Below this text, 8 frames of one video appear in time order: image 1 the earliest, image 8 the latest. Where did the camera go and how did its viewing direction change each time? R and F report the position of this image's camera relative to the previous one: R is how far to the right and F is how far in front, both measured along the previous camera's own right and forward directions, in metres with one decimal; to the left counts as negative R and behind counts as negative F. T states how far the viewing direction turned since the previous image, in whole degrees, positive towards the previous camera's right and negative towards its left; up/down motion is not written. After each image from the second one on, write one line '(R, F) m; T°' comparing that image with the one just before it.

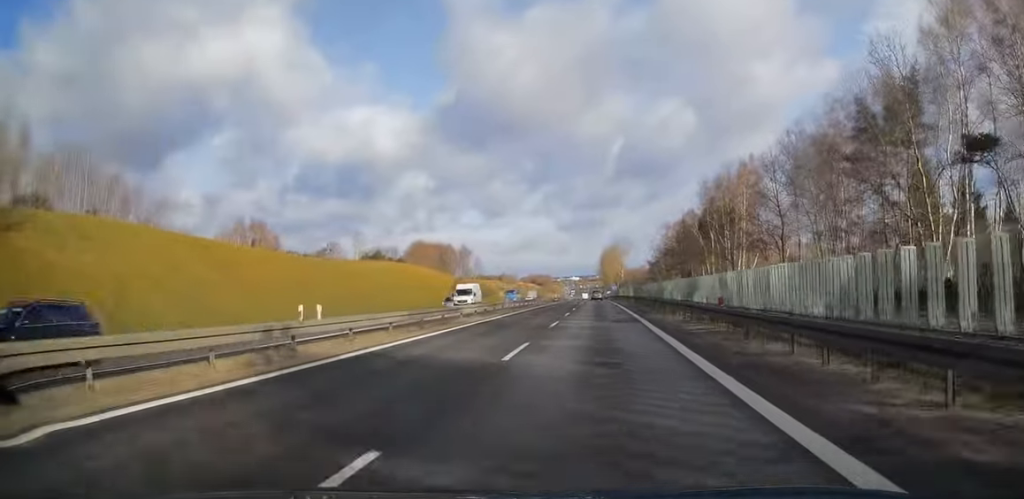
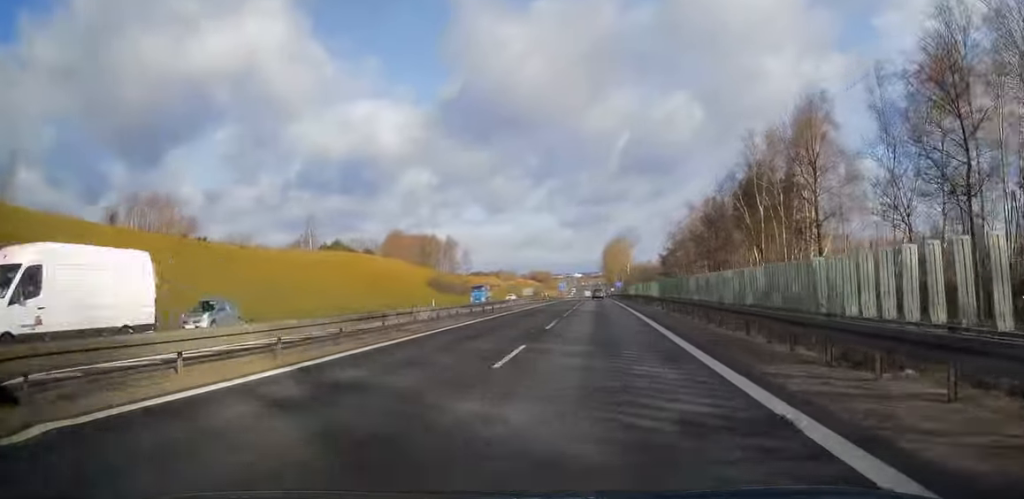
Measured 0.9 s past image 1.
(-0.1, +25.8) m; 0°
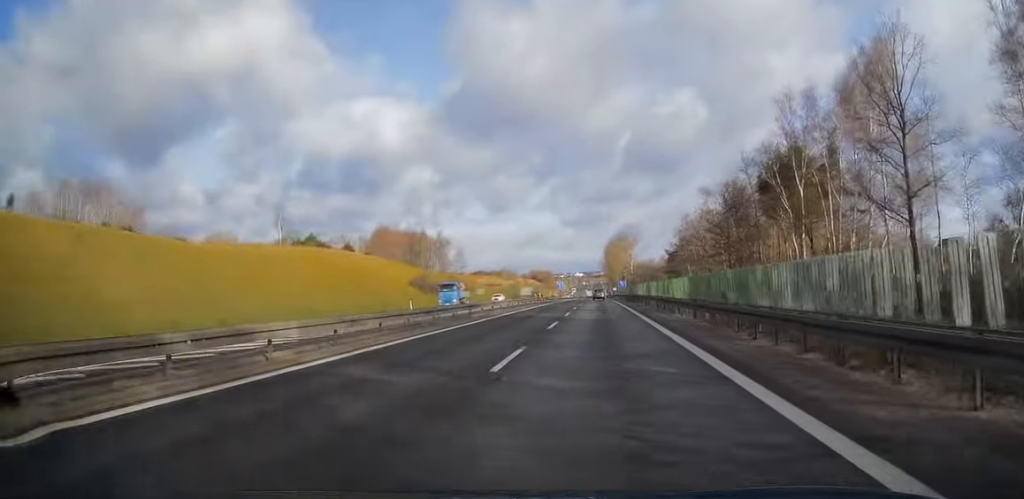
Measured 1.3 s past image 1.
(+0.1, +12.4) m; 0°
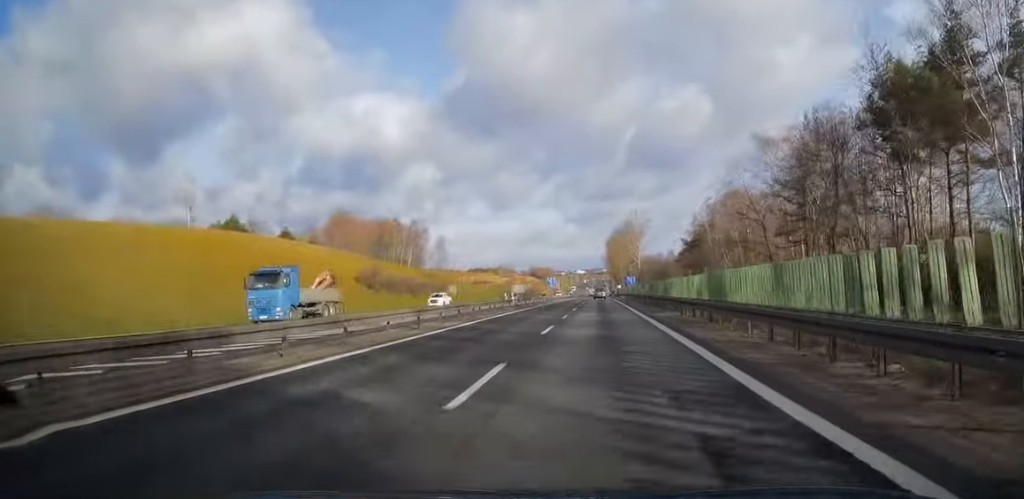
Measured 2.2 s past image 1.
(-0.2, +27.5) m; 0°
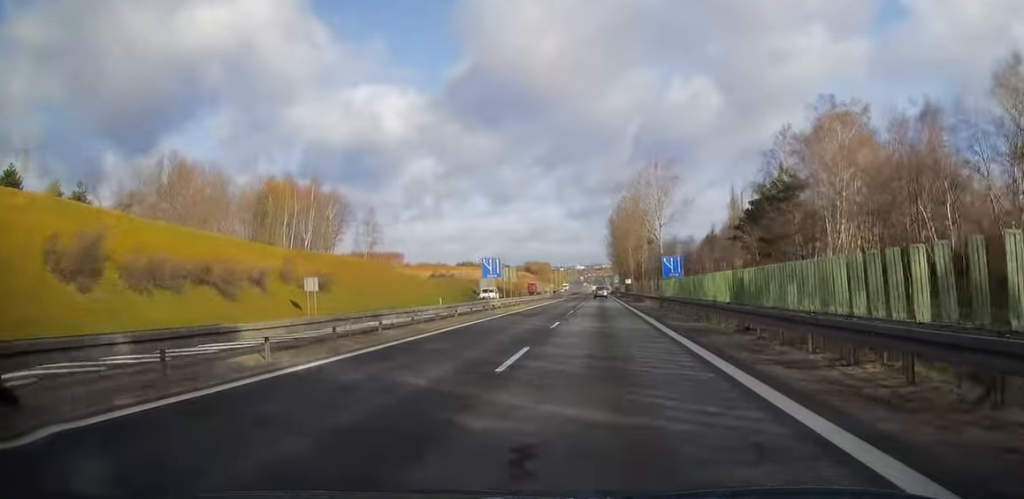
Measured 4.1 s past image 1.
(+0.3, +56.7) m; 0°
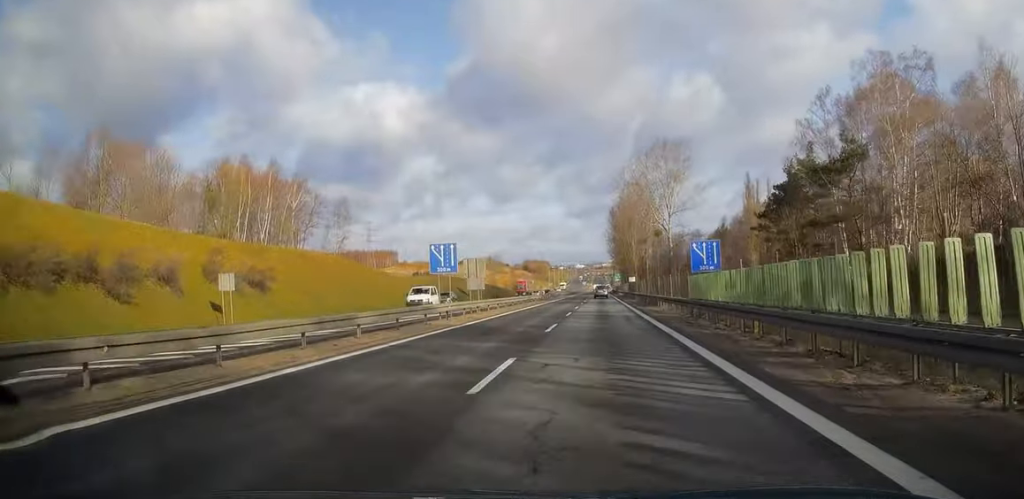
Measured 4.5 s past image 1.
(0.0, +14.1) m; 0°
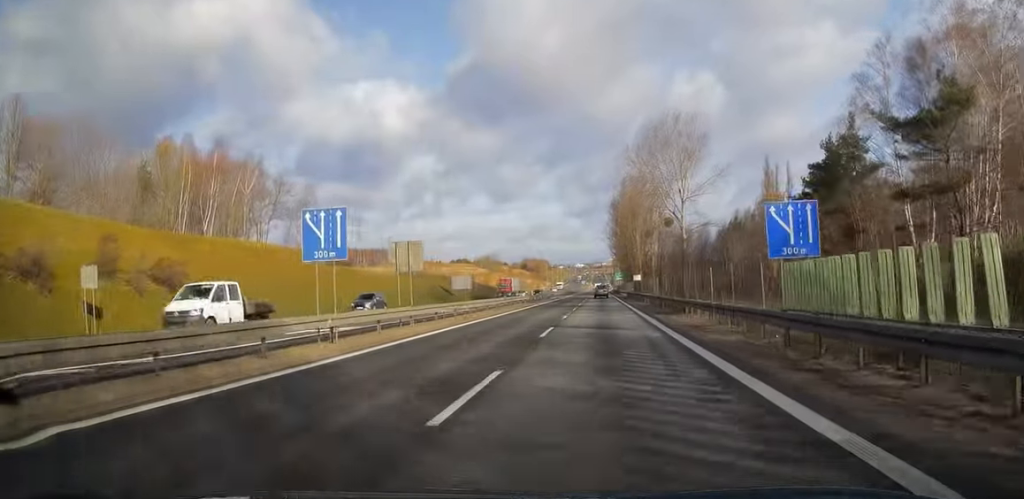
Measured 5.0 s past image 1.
(-0.1, +14.1) m; 0°
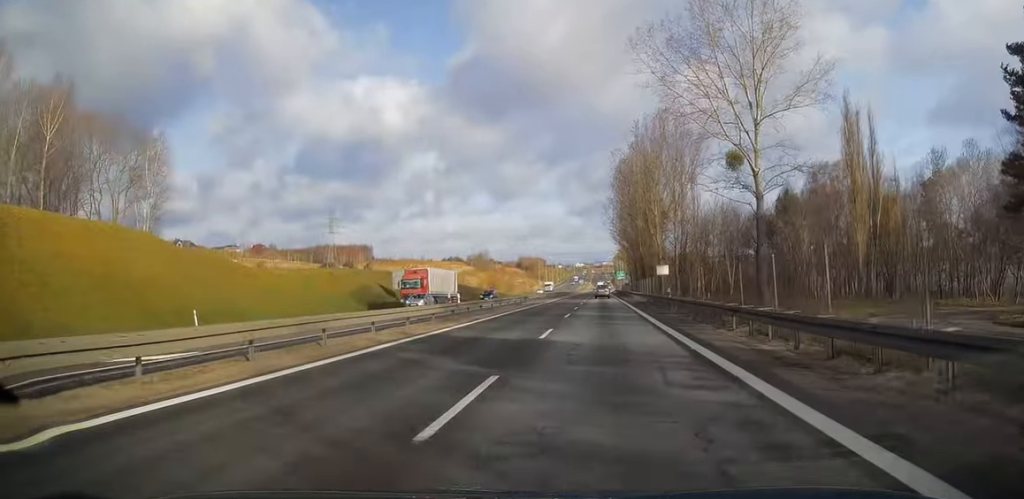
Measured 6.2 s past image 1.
(0.0, +36.4) m; 0°
